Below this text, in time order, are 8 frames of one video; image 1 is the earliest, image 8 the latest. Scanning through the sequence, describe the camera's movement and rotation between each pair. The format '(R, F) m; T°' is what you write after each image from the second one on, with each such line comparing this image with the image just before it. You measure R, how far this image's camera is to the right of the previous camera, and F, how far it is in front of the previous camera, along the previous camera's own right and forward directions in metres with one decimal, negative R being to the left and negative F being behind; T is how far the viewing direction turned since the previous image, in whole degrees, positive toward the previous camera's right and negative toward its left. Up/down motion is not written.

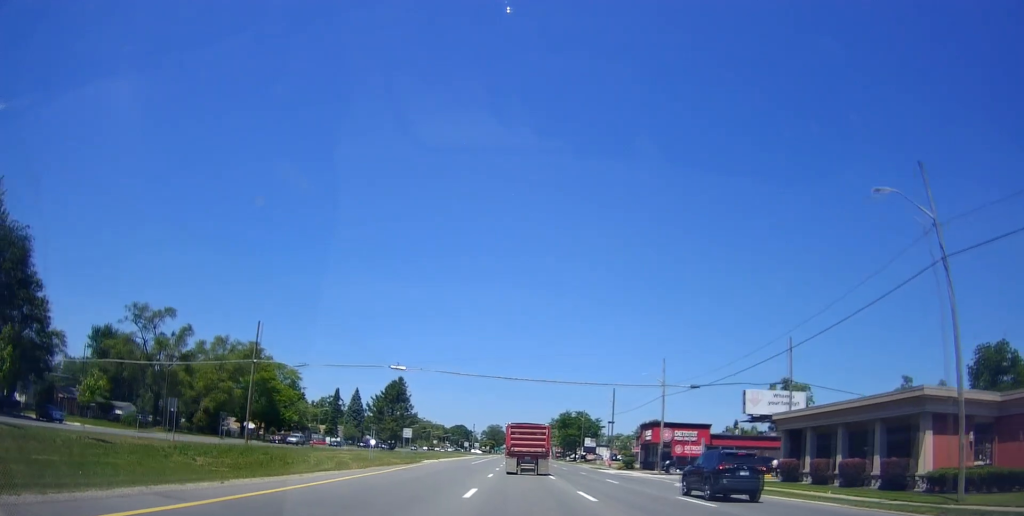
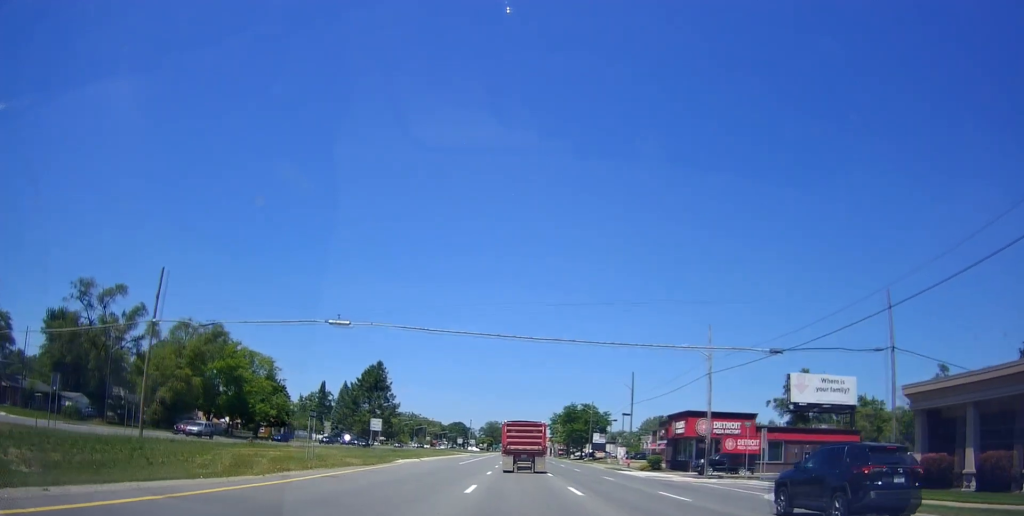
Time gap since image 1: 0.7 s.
(+0.2, +13.5) m; -2°
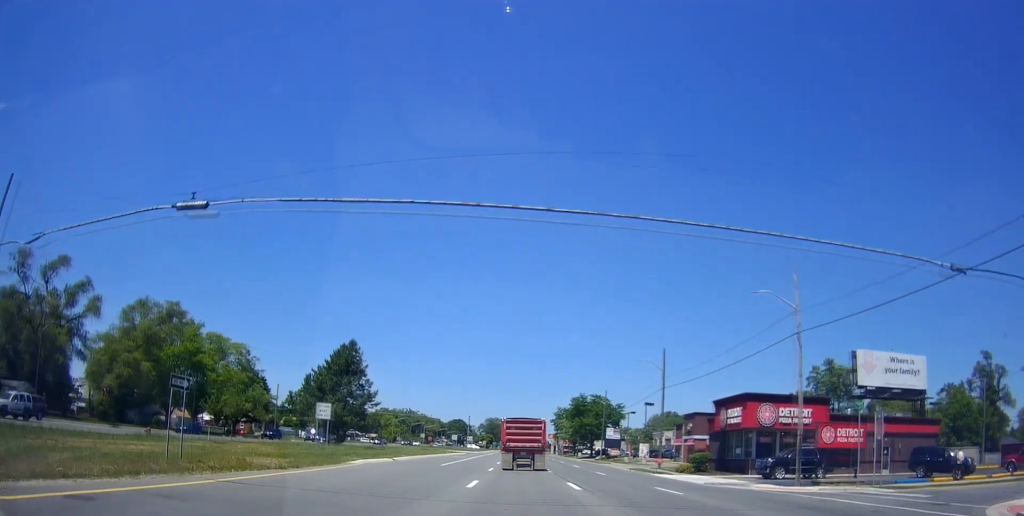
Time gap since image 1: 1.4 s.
(-0.6, +13.5) m; -1°
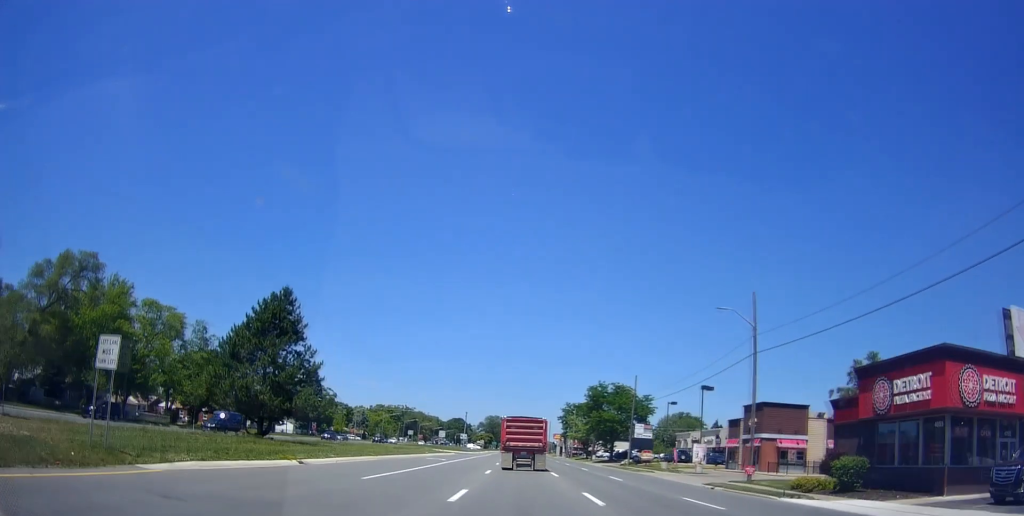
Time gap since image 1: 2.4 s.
(+0.1, +20.2) m; +1°
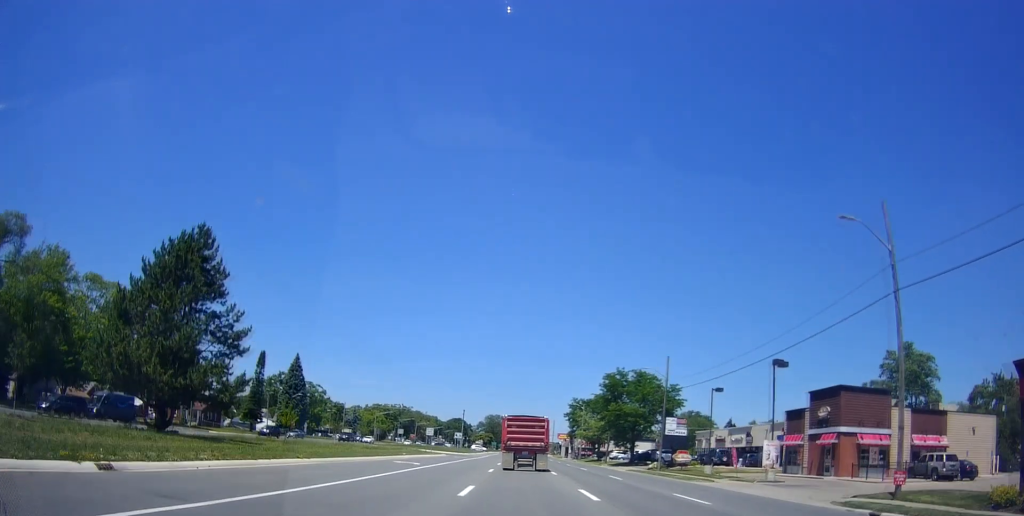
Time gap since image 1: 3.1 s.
(+0.2, +13.7) m; 0°
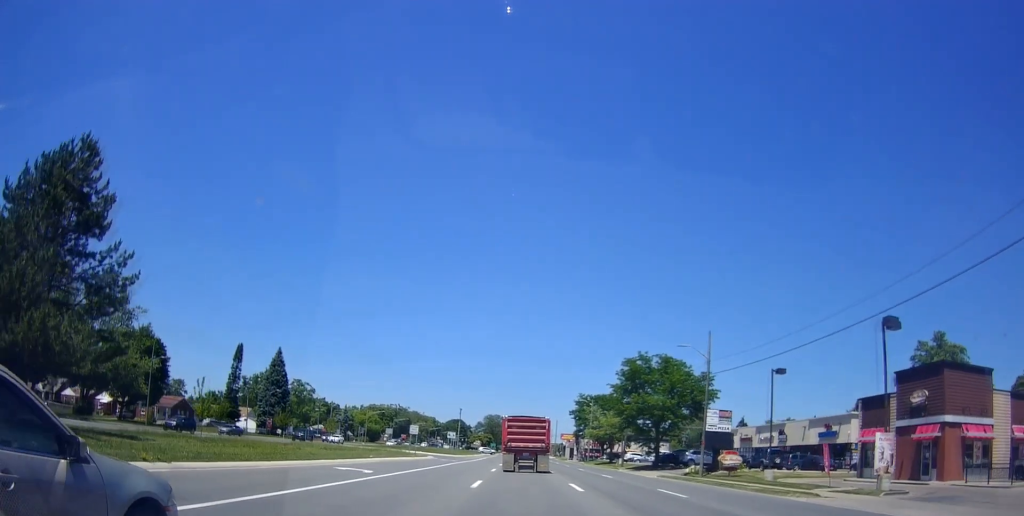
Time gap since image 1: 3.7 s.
(+0.3, +11.8) m; -1°
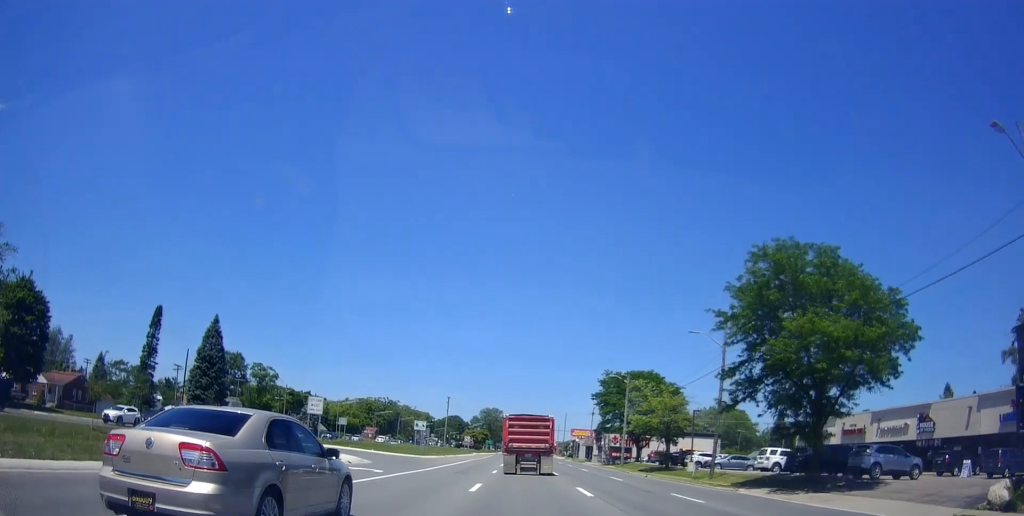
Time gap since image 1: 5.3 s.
(-0.3, +31.5) m; 0°
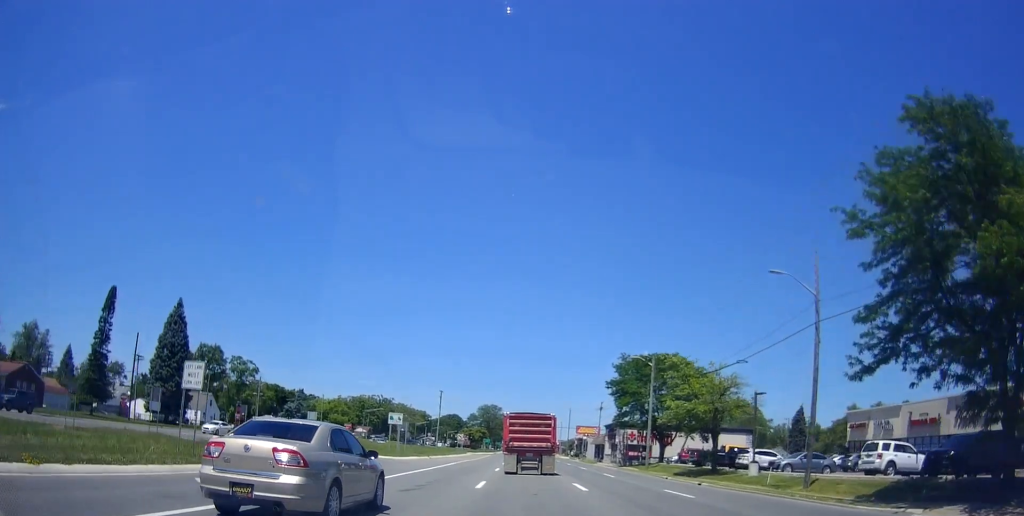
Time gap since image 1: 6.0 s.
(0.0, +13.1) m; 0°
